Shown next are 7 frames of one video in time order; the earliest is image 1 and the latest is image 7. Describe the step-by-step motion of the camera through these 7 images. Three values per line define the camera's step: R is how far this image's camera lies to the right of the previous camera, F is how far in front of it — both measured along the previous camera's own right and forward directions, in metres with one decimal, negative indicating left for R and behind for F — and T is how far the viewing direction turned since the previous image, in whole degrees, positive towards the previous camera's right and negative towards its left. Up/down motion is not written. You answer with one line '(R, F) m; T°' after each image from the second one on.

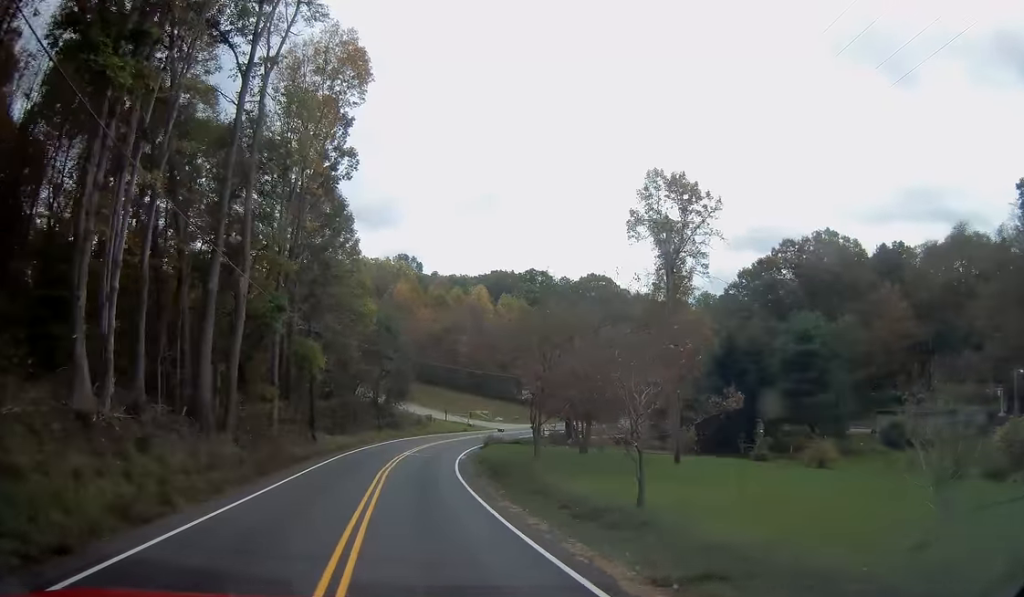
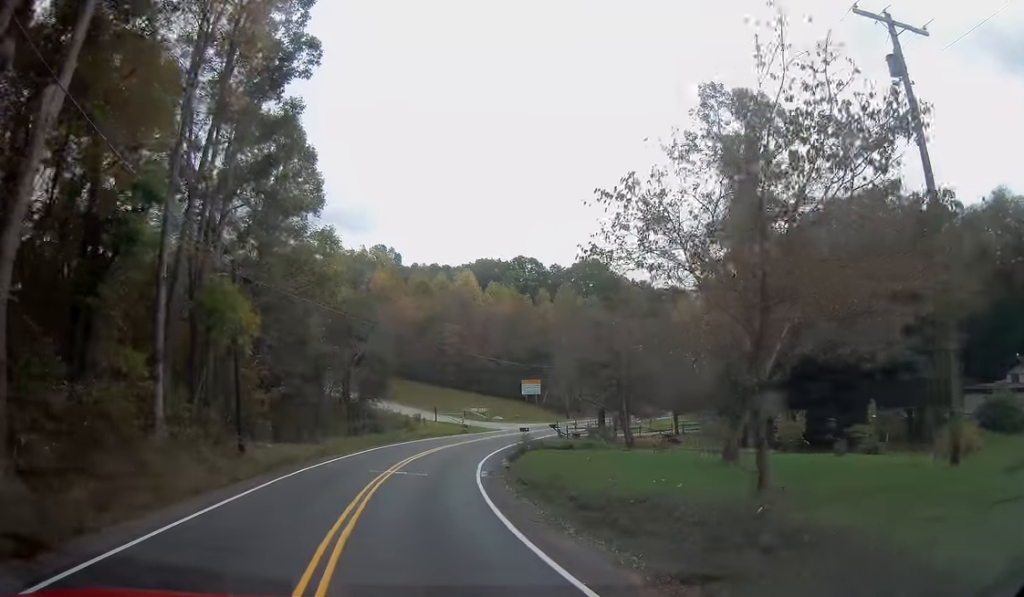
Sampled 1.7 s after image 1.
(+0.2, +16.3) m; +1°
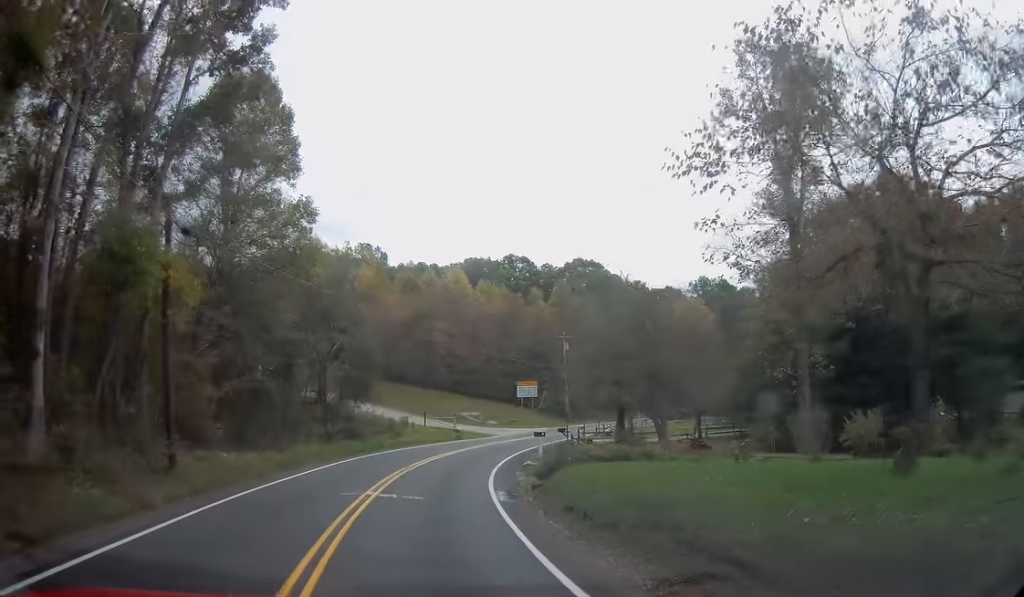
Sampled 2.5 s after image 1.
(-0.1, +7.2) m; +1°
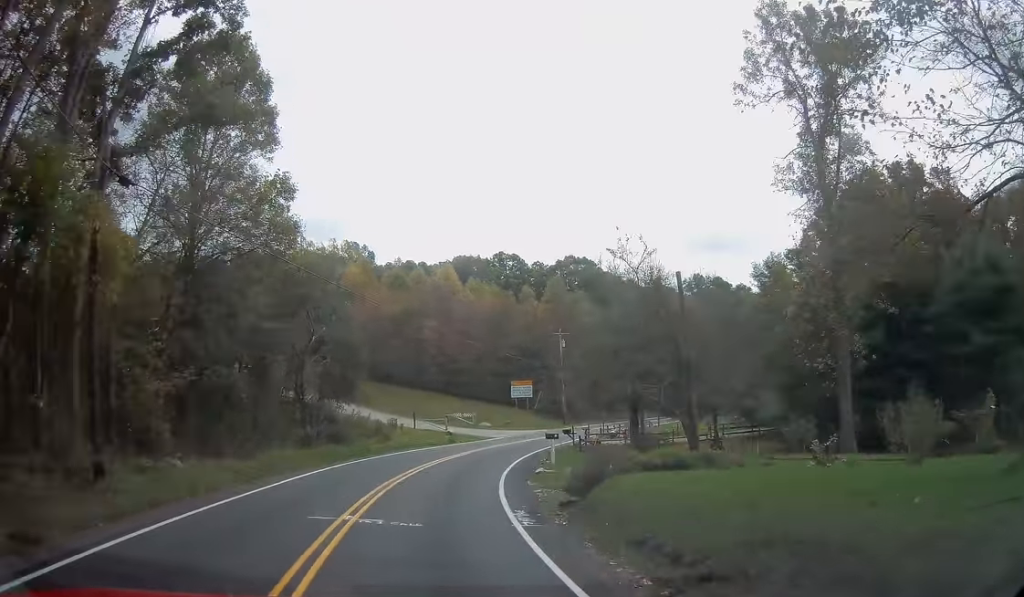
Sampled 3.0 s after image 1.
(+0.1, +4.6) m; +1°
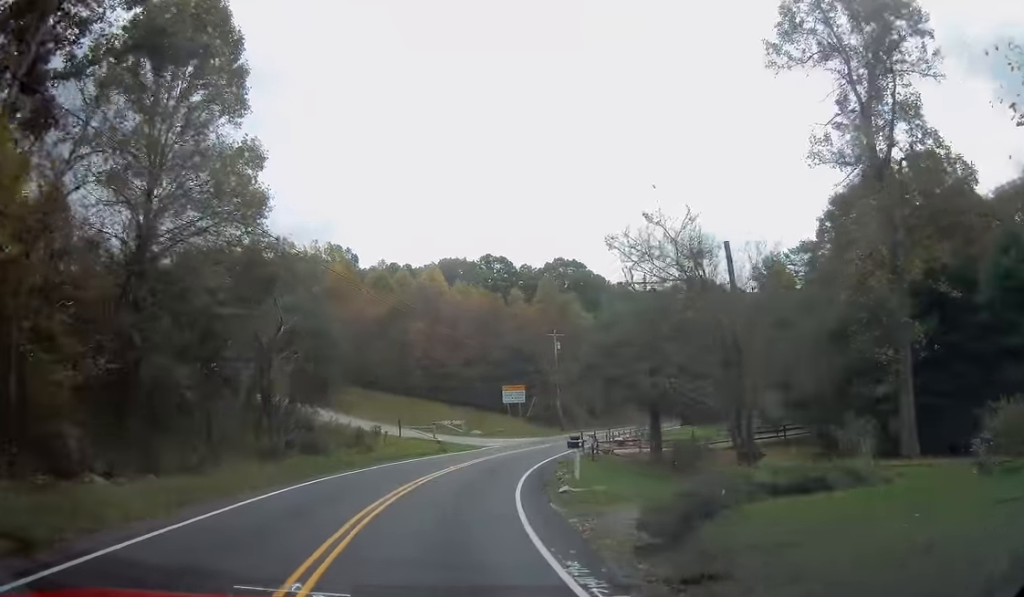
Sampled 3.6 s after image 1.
(0.0, +5.4) m; +1°
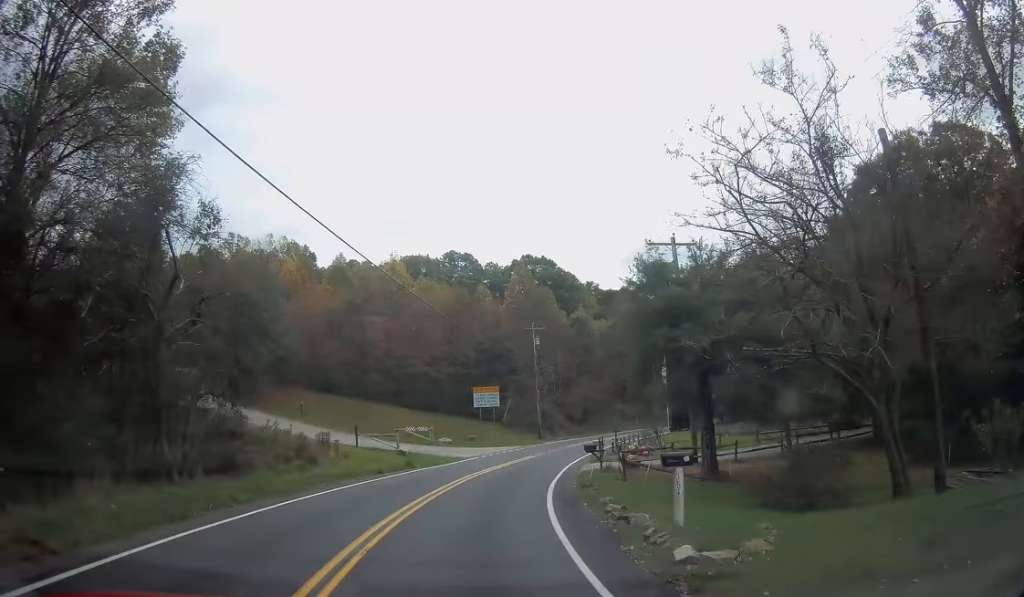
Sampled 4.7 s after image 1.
(+0.3, +9.9) m; +5°
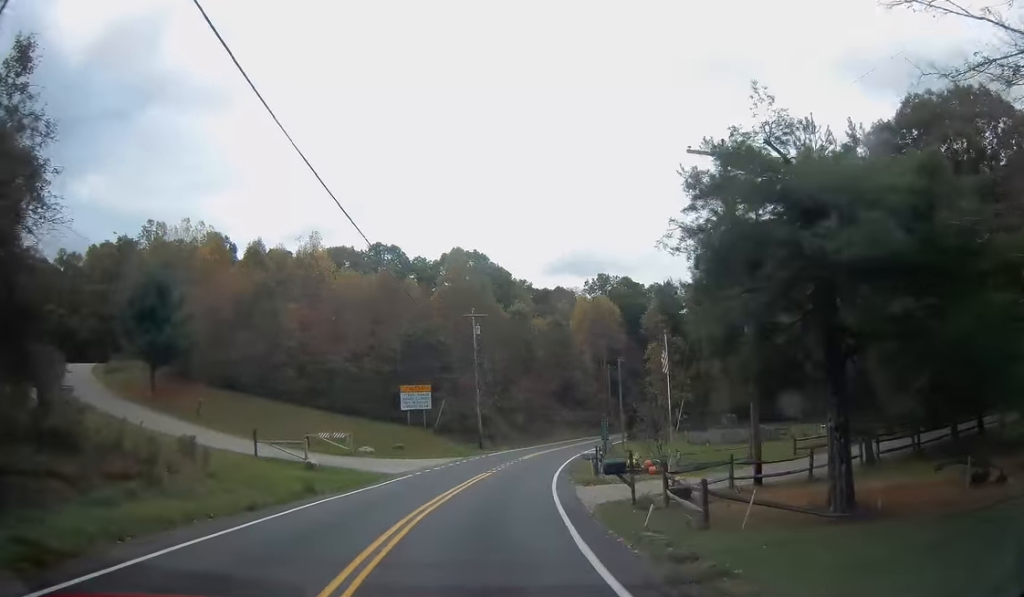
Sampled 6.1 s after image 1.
(+0.6, +11.8) m; +6°
